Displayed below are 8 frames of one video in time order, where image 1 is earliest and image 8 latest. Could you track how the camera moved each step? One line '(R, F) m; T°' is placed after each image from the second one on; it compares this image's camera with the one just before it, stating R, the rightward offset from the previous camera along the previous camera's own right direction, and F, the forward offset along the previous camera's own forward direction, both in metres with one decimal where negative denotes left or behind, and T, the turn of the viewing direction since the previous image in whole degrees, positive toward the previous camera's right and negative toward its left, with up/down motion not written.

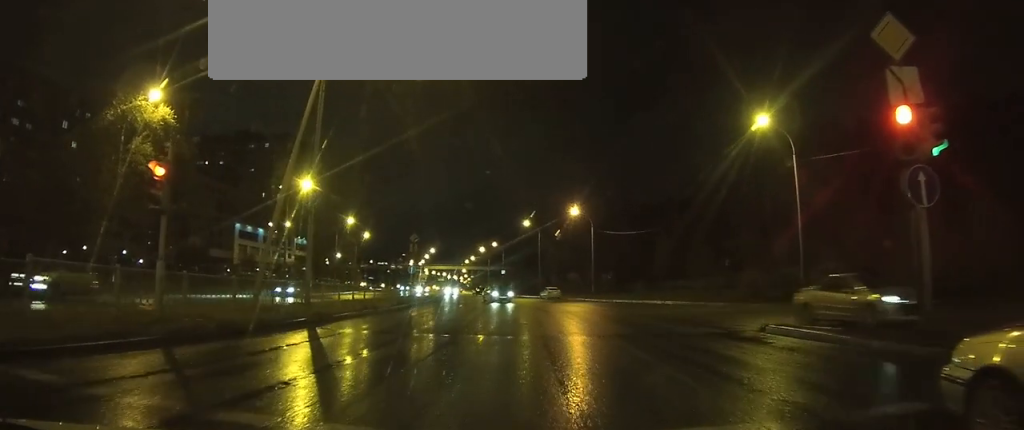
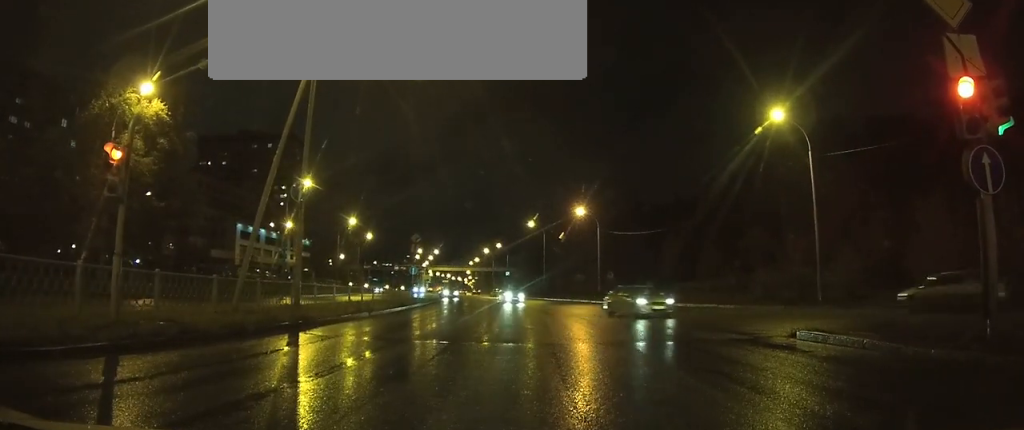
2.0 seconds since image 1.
(-0.4, +2.5) m; 0°
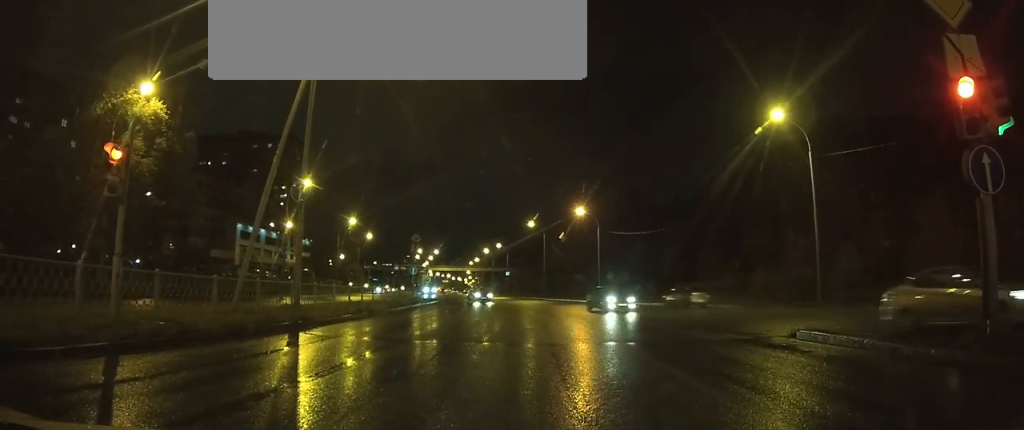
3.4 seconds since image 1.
(0.0, +0.2) m; 0°
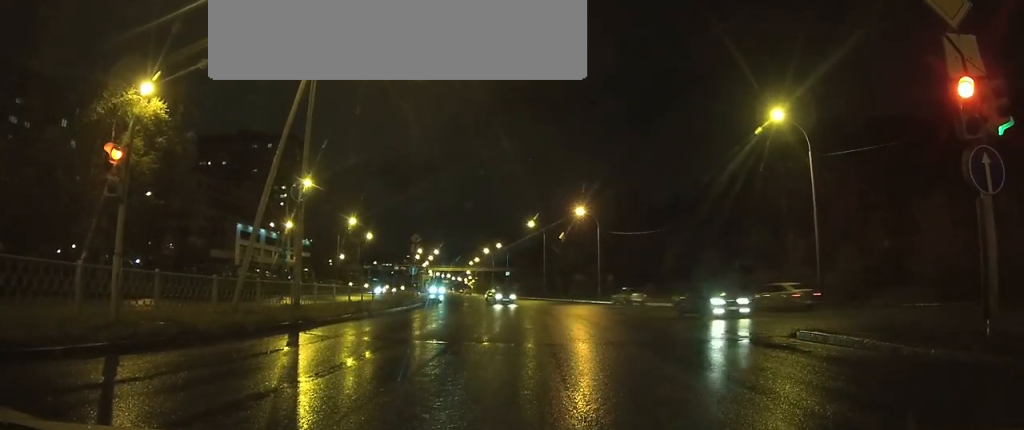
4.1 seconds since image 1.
(0.0, 0.0) m; 0°
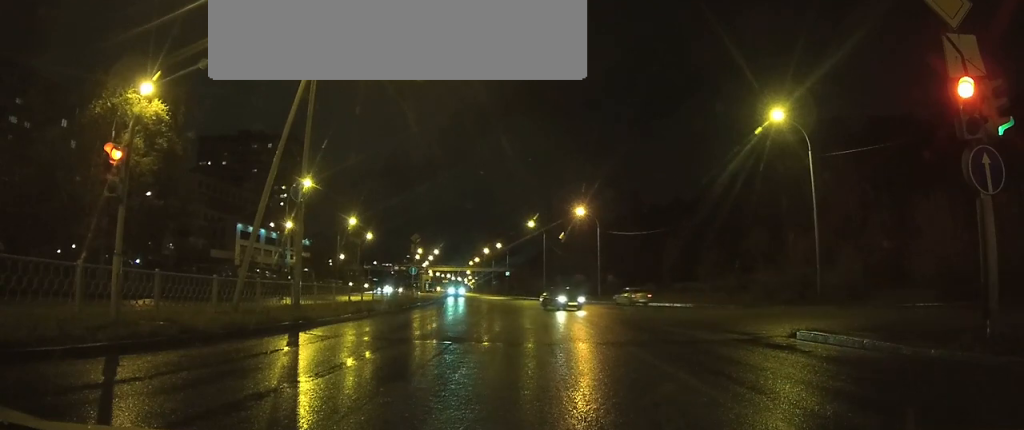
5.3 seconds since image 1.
(0.0, 0.0) m; 0°
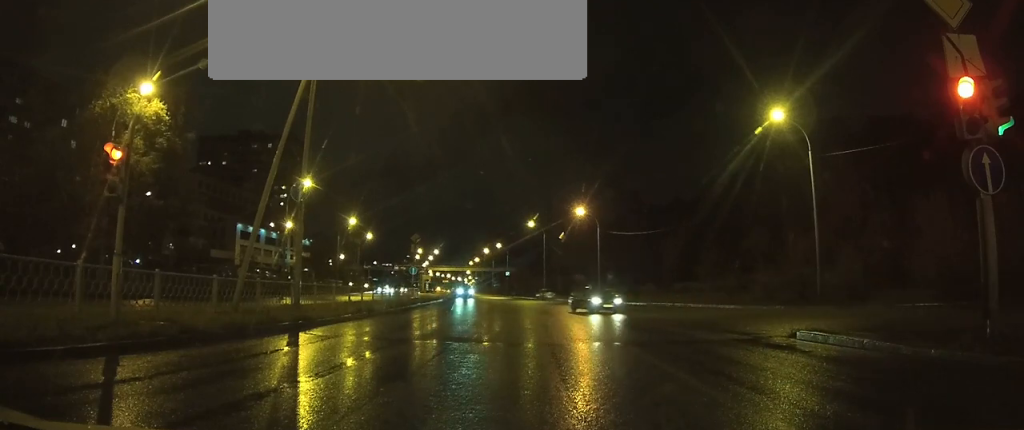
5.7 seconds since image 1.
(0.0, 0.0) m; 0°
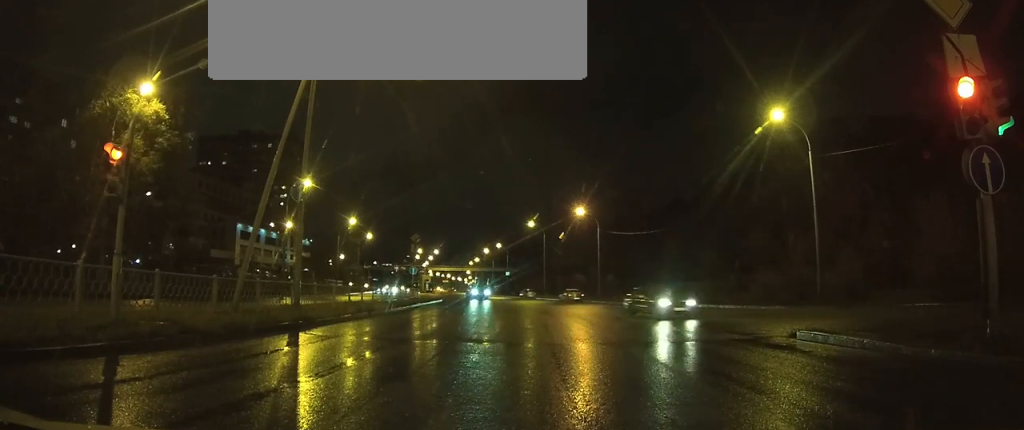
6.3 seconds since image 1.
(0.0, 0.0) m; 0°
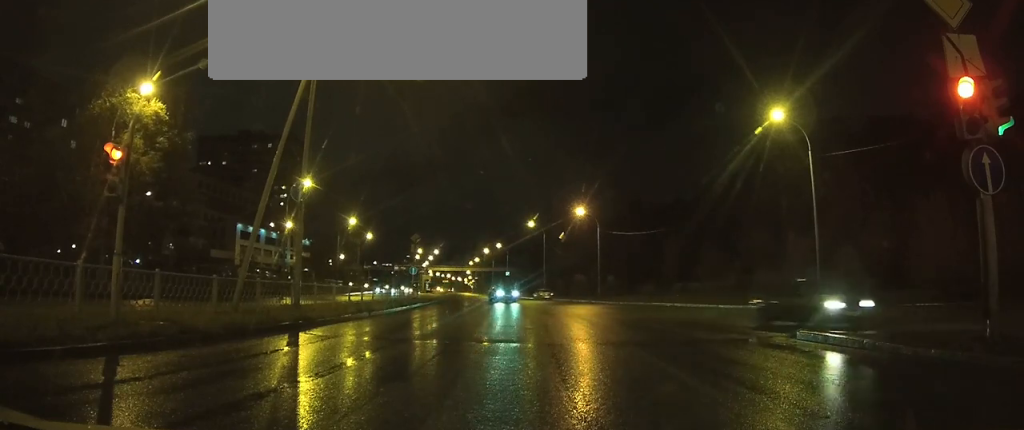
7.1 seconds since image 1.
(0.0, 0.0) m; 0°
